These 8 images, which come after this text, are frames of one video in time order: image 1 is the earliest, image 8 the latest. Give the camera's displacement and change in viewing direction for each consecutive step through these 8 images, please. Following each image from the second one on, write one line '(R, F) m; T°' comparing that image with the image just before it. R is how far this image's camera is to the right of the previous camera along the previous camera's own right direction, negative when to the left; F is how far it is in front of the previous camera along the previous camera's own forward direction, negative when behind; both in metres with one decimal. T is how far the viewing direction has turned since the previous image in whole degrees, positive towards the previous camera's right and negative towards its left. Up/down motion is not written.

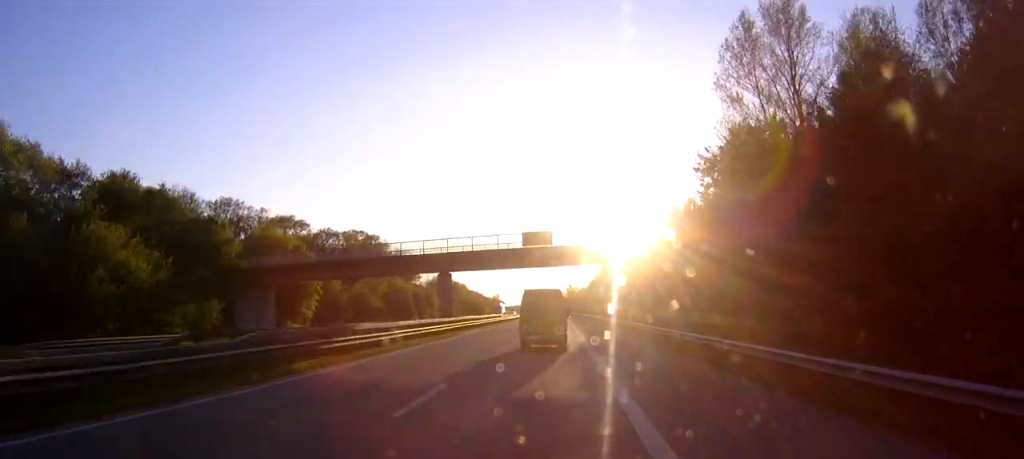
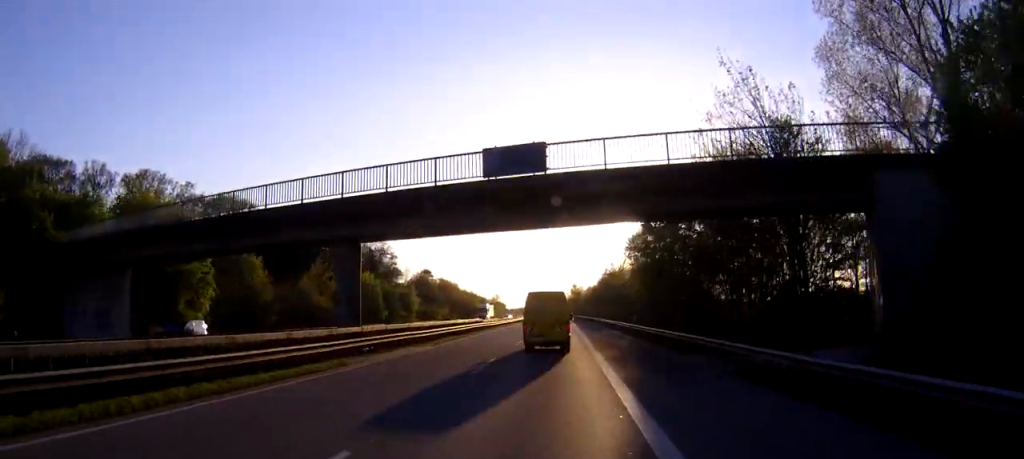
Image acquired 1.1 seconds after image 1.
(-0.1, +27.2) m; 0°
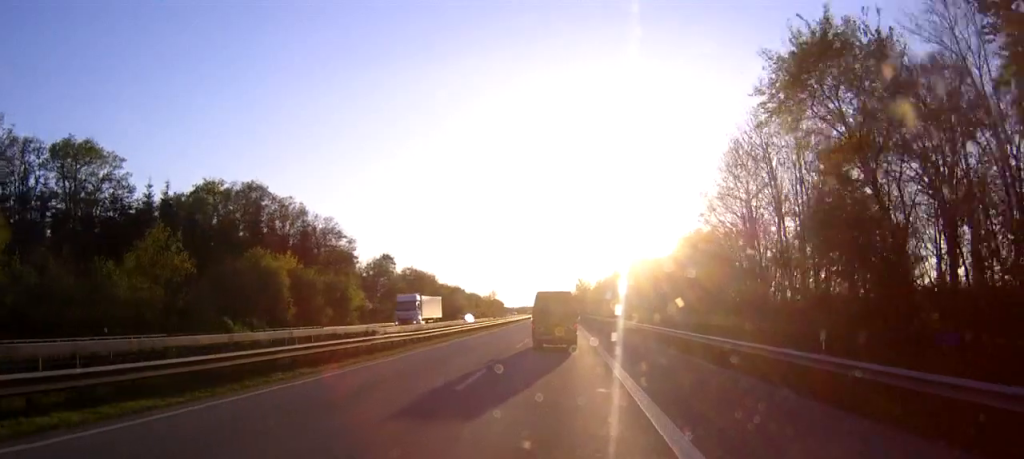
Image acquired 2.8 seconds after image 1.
(0.0, +40.5) m; 0°
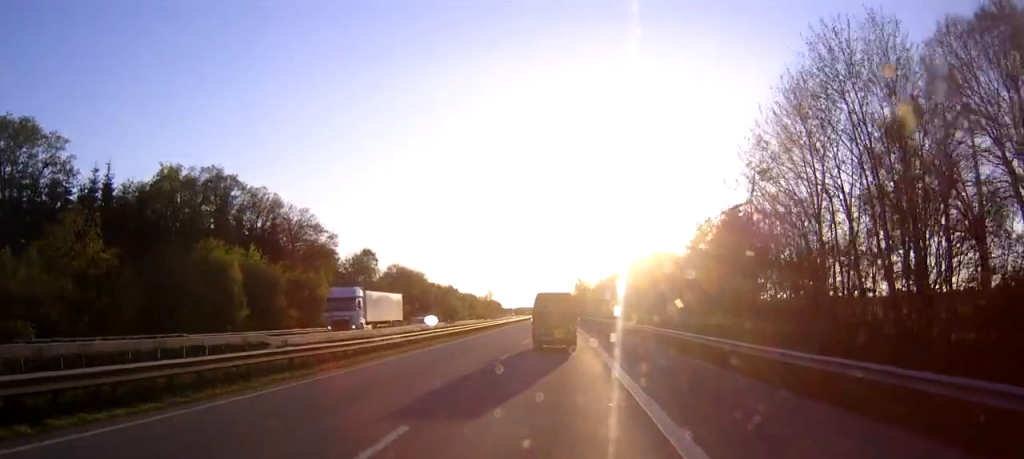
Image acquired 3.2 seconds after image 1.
(0.0, +11.2) m; 0°
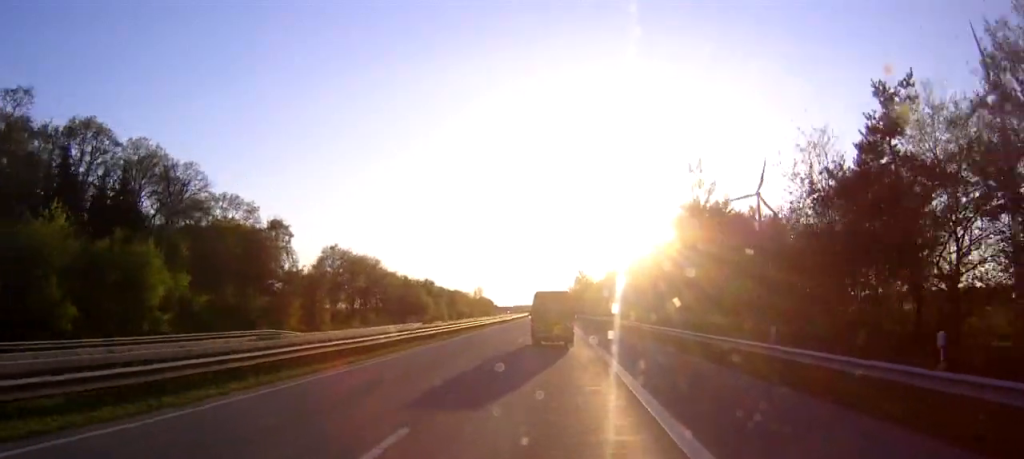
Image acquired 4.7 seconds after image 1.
(+0.2, +35.9) m; +1°
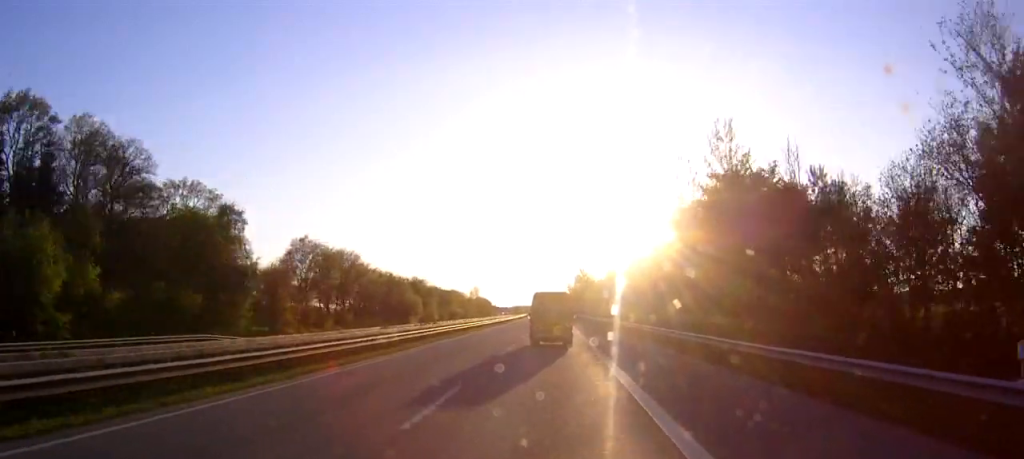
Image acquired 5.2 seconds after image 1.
(0.0, +11.9) m; 0°
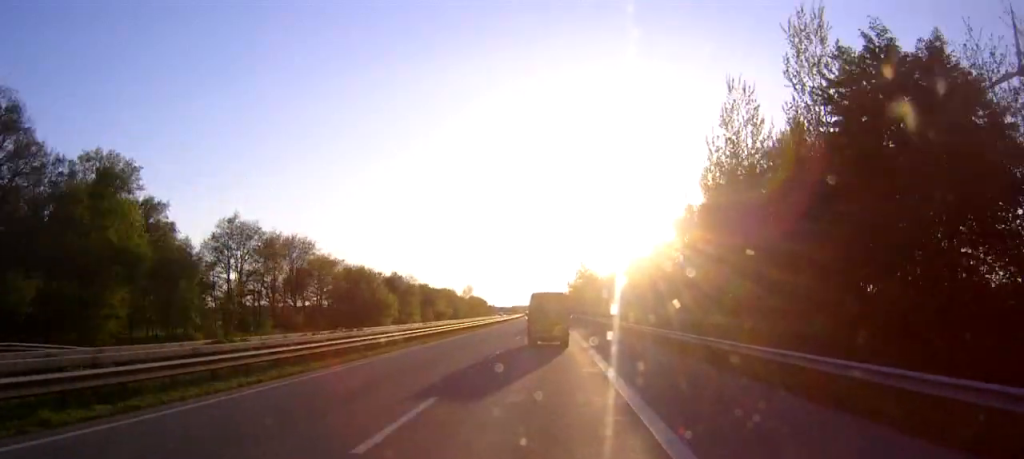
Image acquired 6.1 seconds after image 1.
(0.0, +19.8) m; 0°
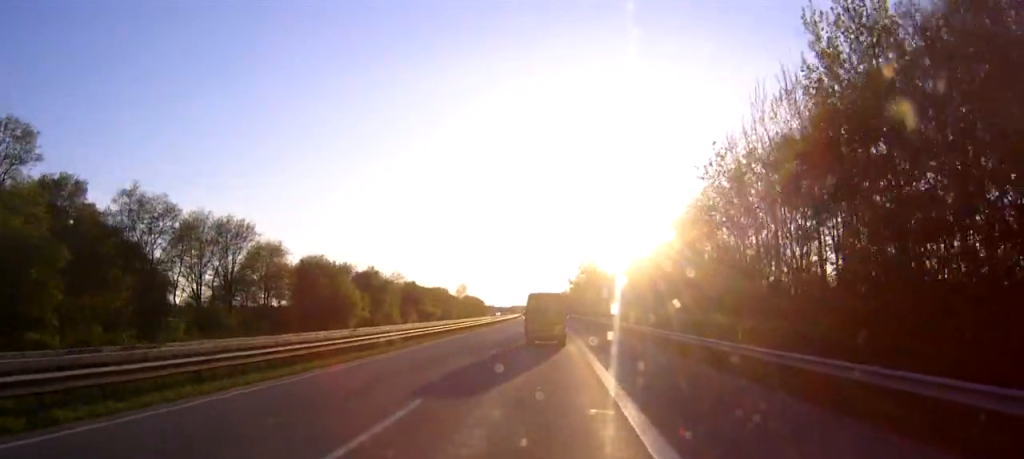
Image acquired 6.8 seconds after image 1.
(-0.1, +18.2) m; 0°
